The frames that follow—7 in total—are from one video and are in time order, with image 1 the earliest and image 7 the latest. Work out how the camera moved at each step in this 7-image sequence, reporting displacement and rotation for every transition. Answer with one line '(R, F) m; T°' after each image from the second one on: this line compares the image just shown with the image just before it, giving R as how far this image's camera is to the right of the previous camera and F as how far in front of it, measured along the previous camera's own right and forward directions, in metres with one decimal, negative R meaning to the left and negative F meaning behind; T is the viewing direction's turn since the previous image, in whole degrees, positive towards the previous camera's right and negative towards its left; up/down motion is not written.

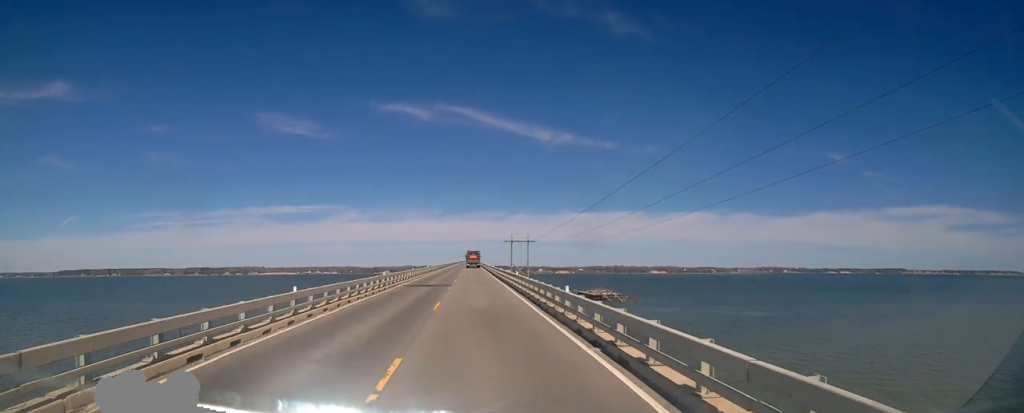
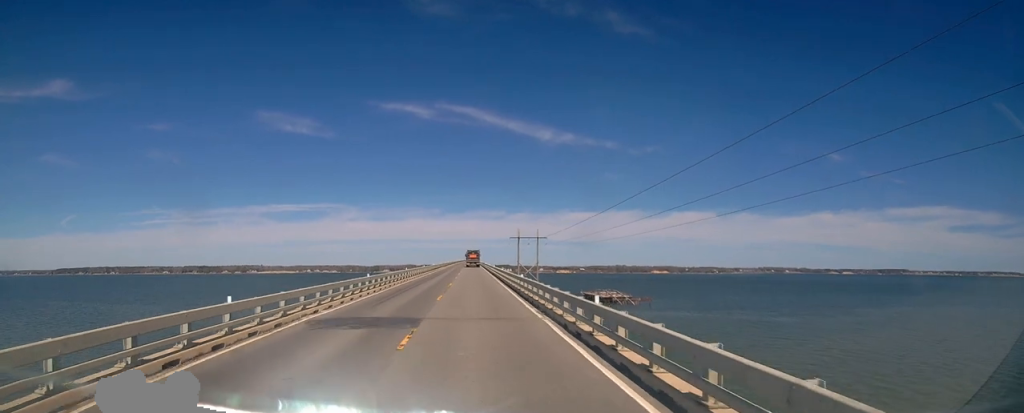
(+0.2, +20.6) m; +1°
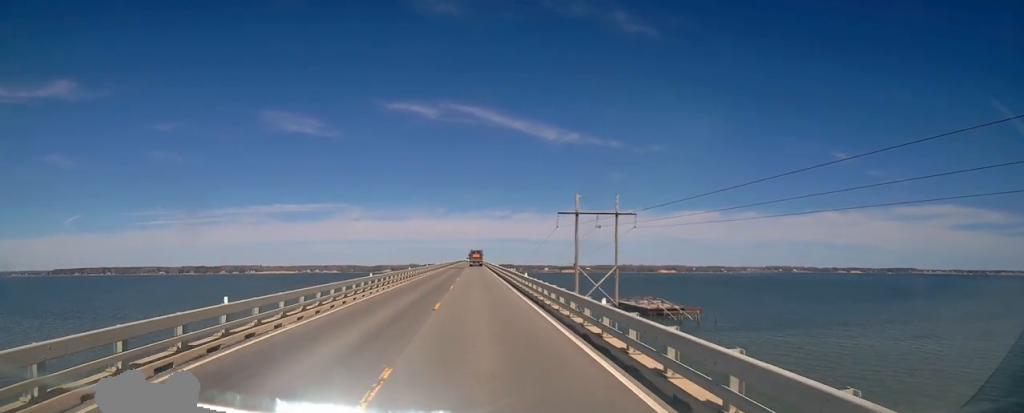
(-0.4, +66.1) m; -1°
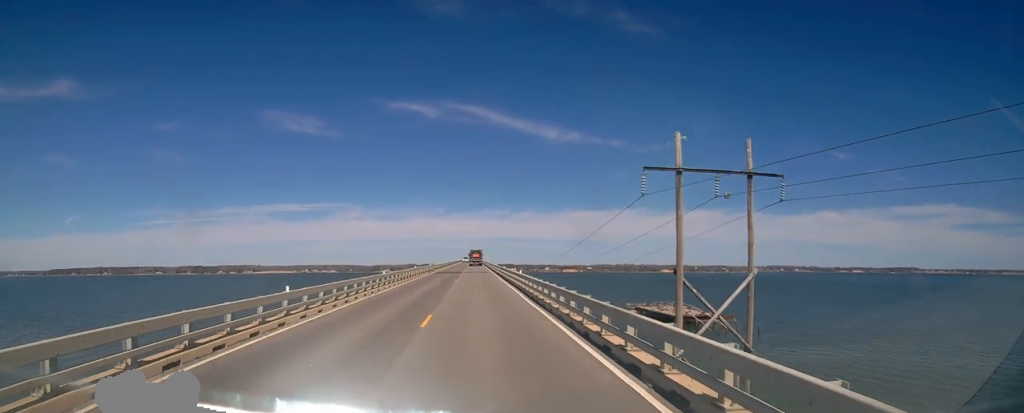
(-0.1, +29.3) m; 0°
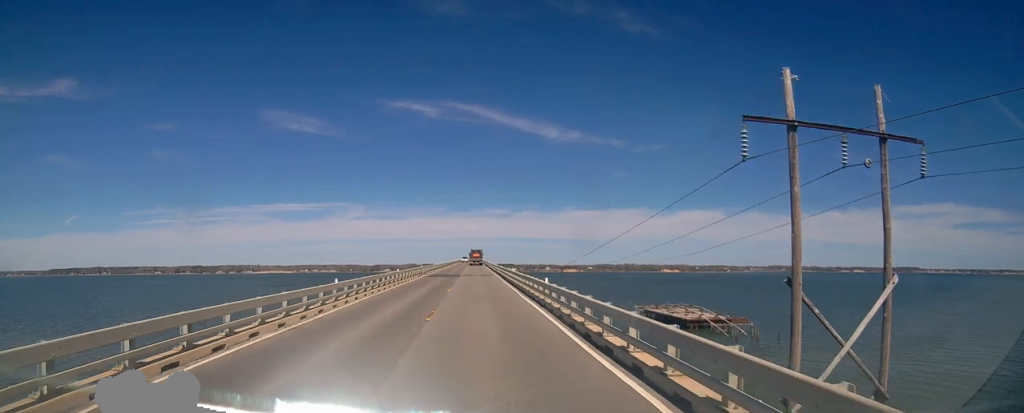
(0.0, +11.0) m; 0°
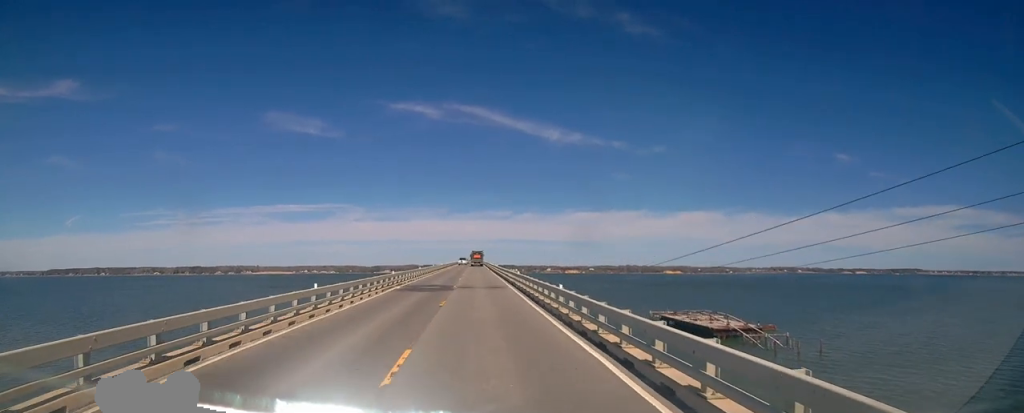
(+0.1, +19.5) m; 0°
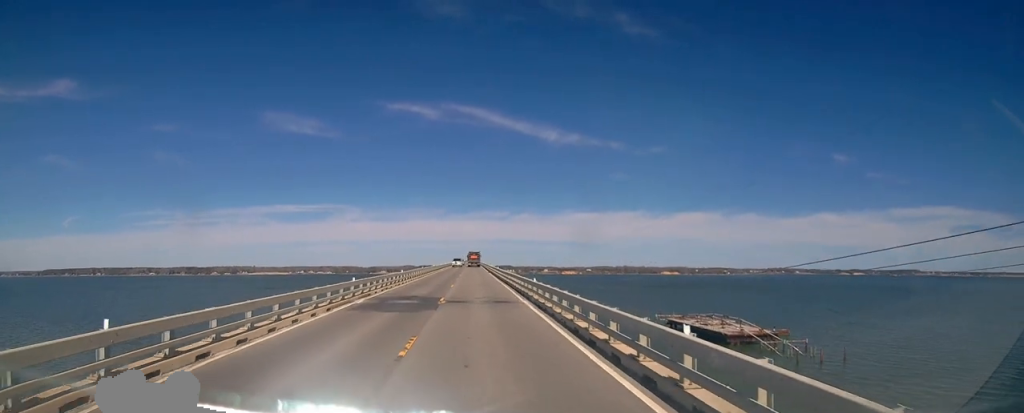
(+0.1, +10.4) m; 0°
